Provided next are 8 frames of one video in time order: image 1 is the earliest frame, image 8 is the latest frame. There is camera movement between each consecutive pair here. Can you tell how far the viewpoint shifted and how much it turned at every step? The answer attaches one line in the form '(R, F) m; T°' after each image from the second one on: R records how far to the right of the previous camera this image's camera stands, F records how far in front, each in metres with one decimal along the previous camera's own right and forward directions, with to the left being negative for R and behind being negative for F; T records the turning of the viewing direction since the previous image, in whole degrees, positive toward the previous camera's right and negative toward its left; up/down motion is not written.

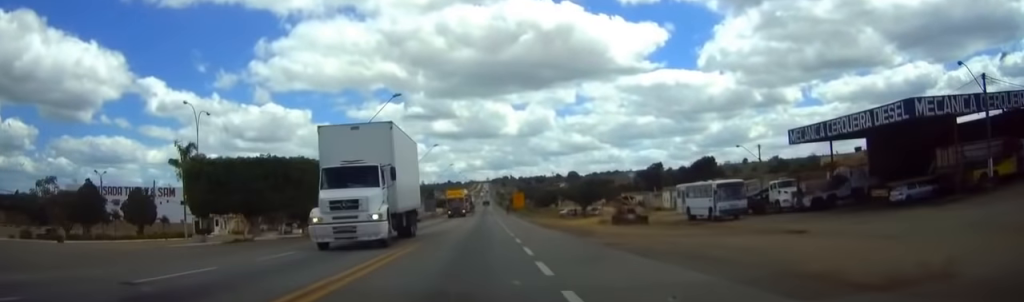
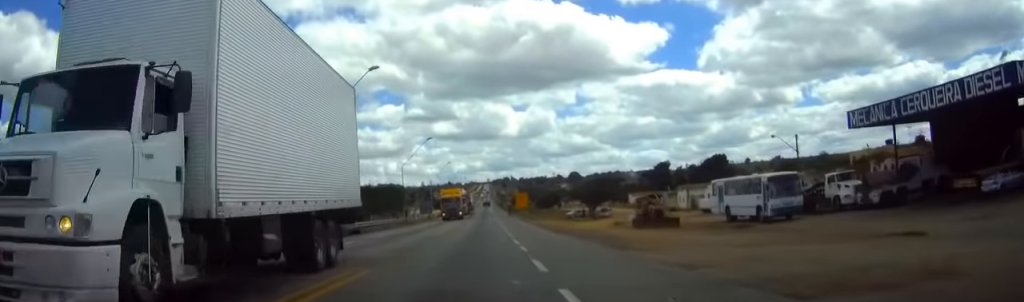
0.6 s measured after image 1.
(+0.1, +10.5) m; 0°
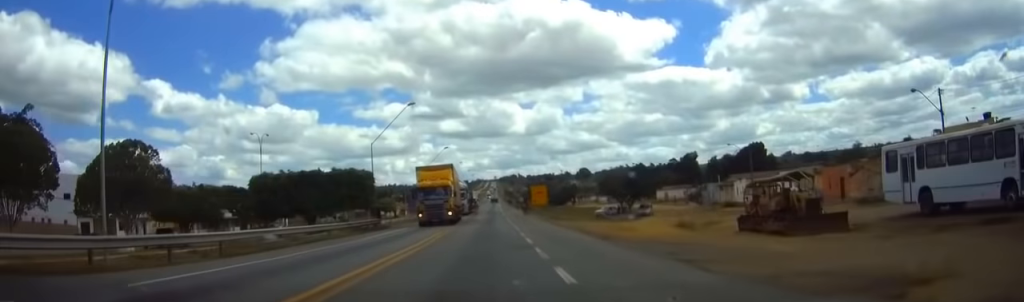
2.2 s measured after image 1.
(-0.2, +25.2) m; 0°
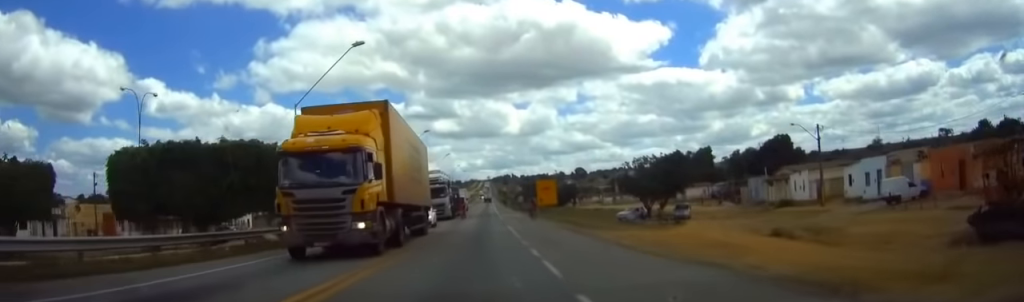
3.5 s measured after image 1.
(+0.1, +20.8) m; 0°
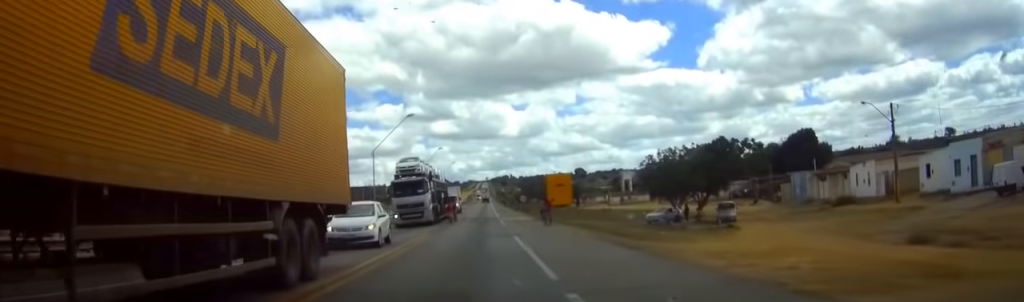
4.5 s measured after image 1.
(-0.1, +14.2) m; 0°
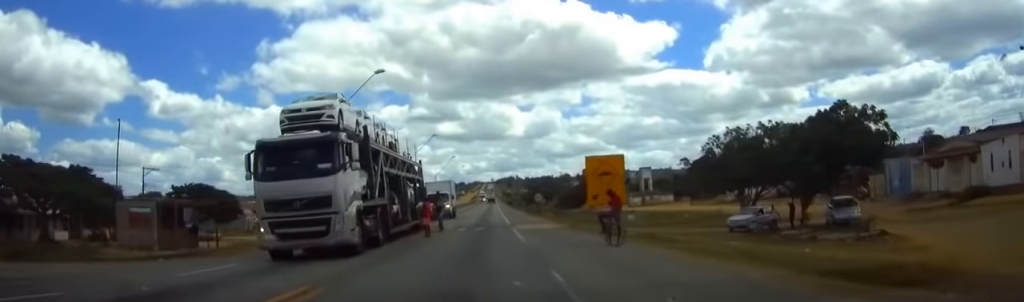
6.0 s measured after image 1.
(+0.2, +19.7) m; 0°
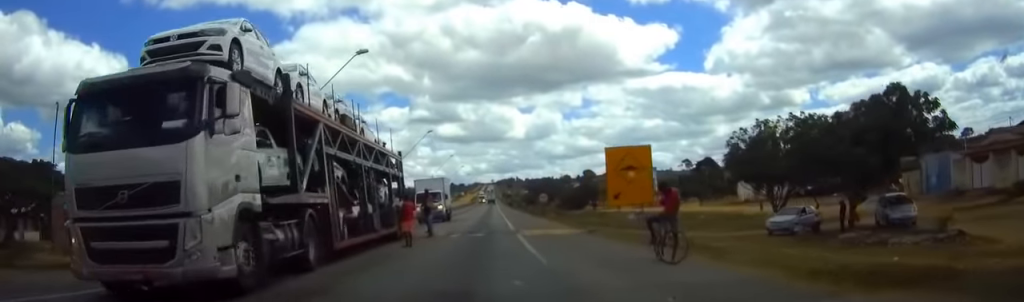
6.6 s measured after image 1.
(0.0, +6.1) m; 0°
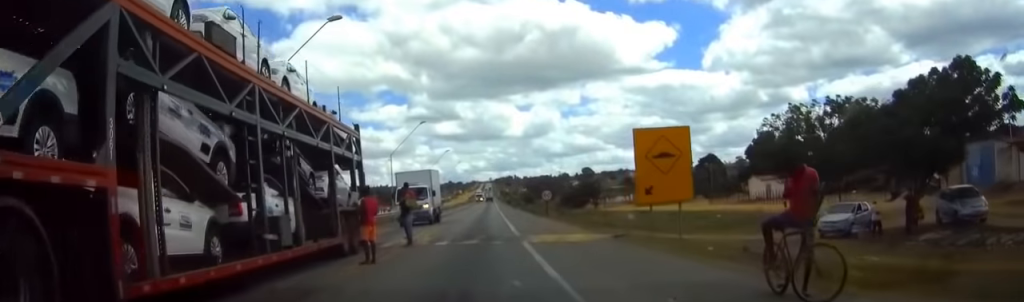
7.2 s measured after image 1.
(0.0, +5.9) m; 0°
